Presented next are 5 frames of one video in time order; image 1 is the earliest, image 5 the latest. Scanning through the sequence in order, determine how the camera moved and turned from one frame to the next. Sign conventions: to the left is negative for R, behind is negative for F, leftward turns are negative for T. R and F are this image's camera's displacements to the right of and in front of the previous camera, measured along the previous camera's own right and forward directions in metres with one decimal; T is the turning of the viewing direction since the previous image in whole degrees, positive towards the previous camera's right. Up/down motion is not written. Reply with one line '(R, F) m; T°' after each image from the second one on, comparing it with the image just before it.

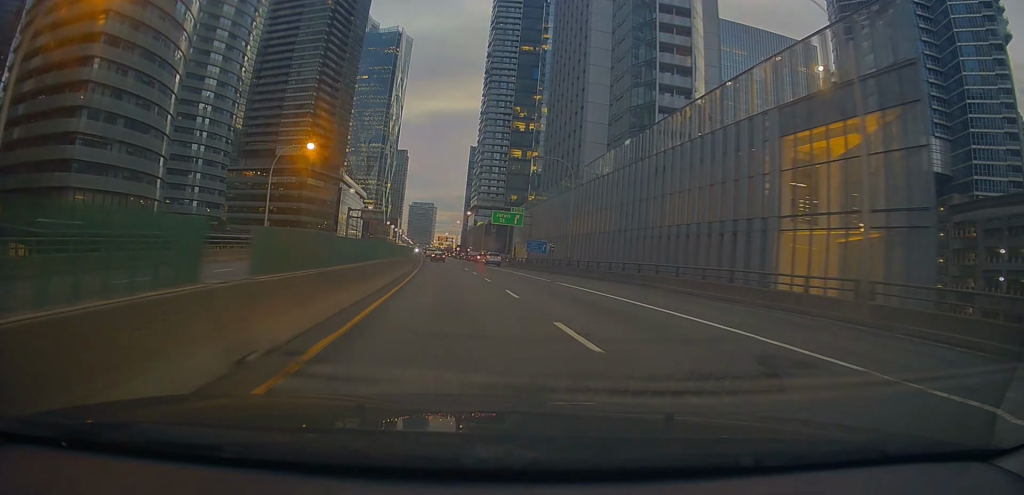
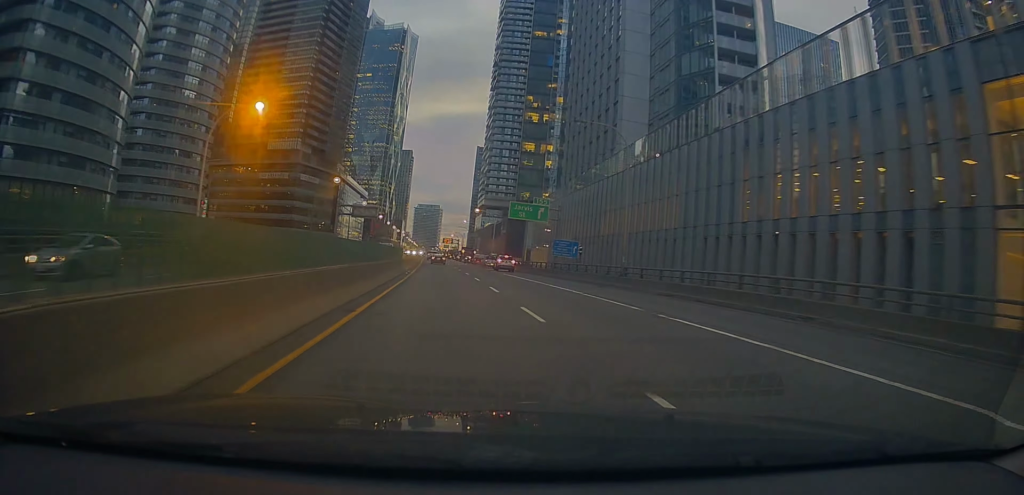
(0.0, +14.8) m; -1°
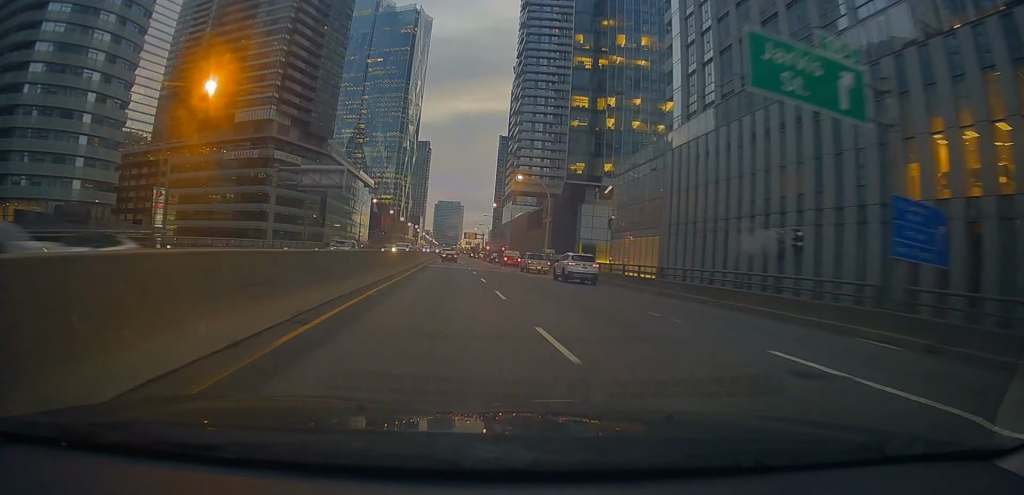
(-0.7, +41.5) m; -2°
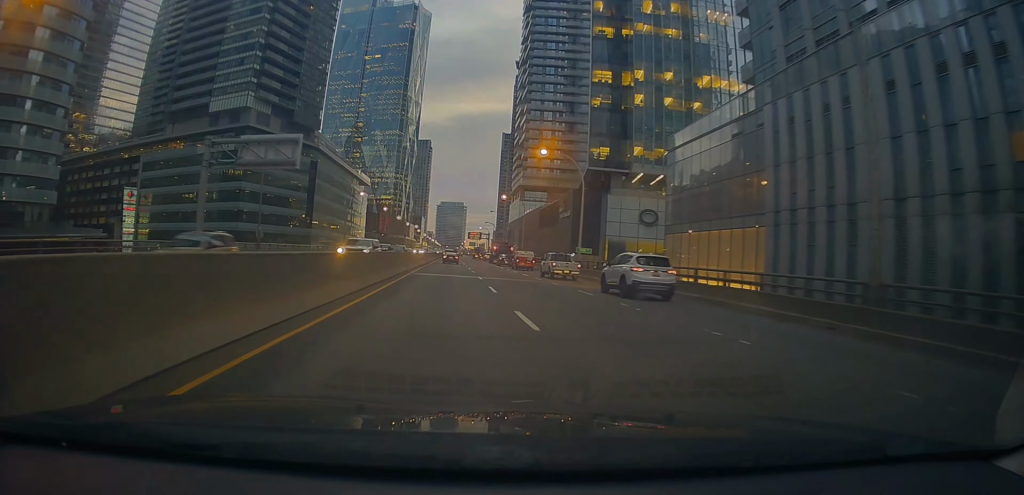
(-0.2, +15.8) m; -1°
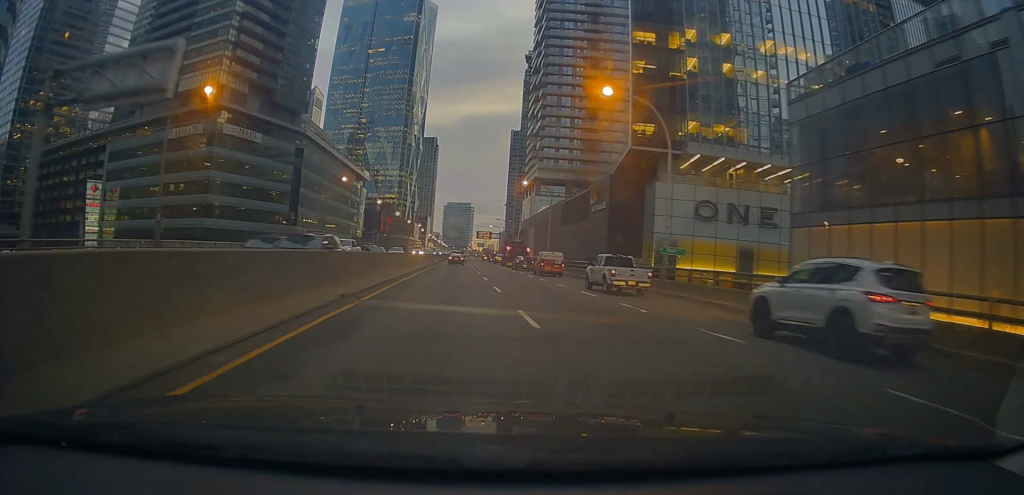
(0.0, +17.8) m; 0°
